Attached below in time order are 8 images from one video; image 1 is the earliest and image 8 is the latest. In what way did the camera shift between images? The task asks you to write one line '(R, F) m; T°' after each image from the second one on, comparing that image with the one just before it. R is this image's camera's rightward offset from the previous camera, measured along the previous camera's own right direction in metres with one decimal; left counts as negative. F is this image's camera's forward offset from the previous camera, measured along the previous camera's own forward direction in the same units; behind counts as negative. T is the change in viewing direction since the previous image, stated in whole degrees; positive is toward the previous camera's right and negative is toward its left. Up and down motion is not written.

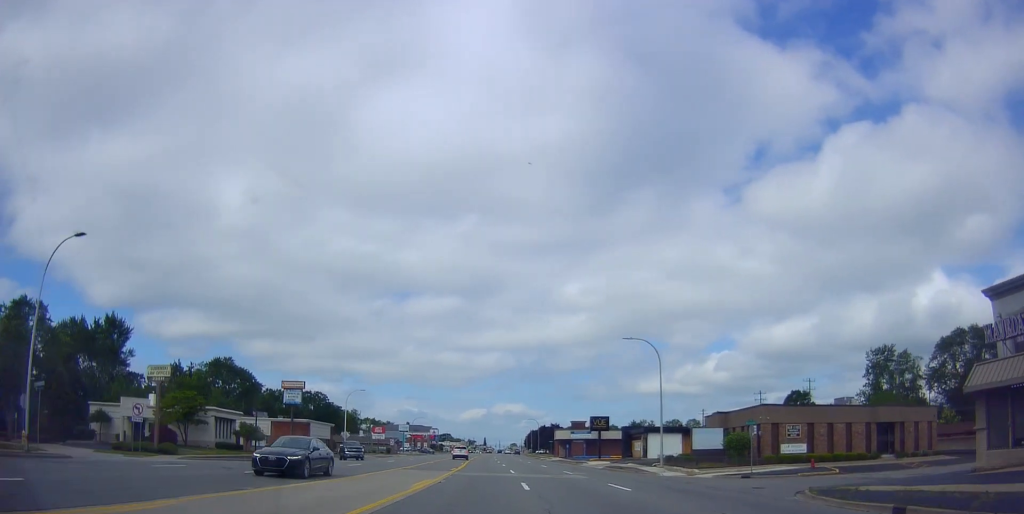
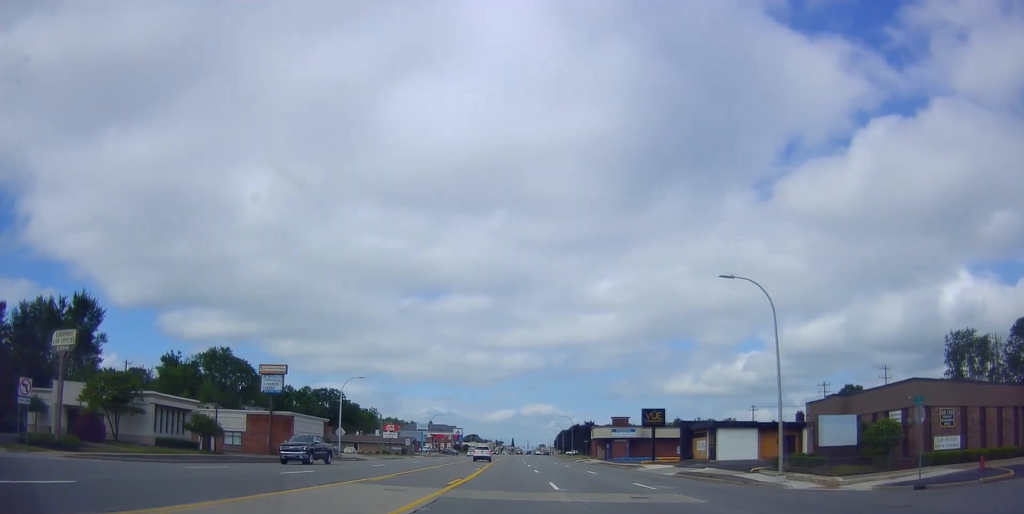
(0.0, +15.7) m; 0°
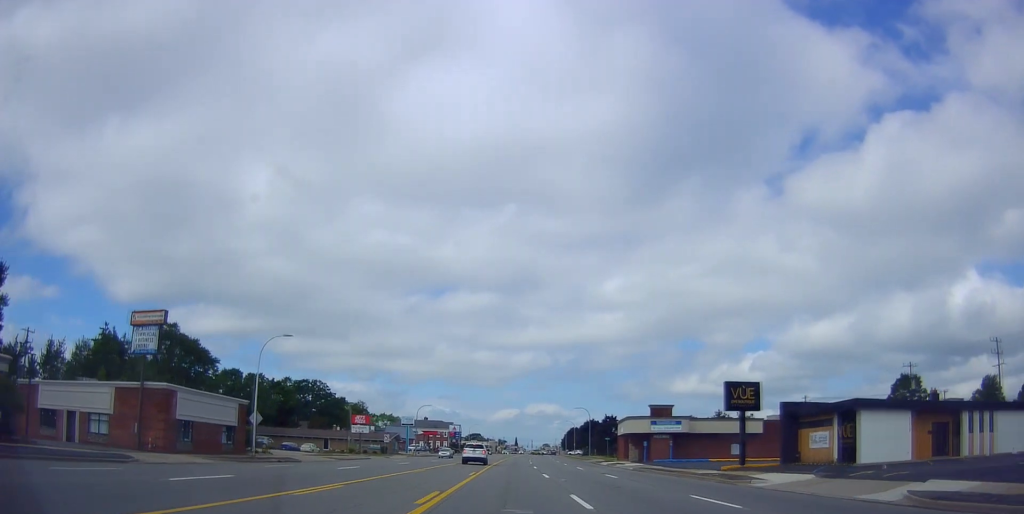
(0.0, +21.4) m; -1°
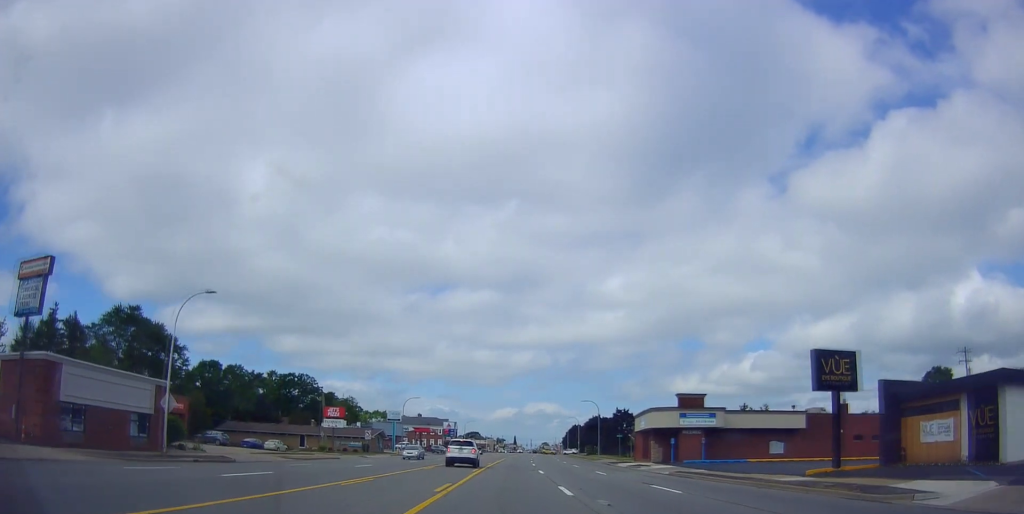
(-0.1, +10.7) m; -2°
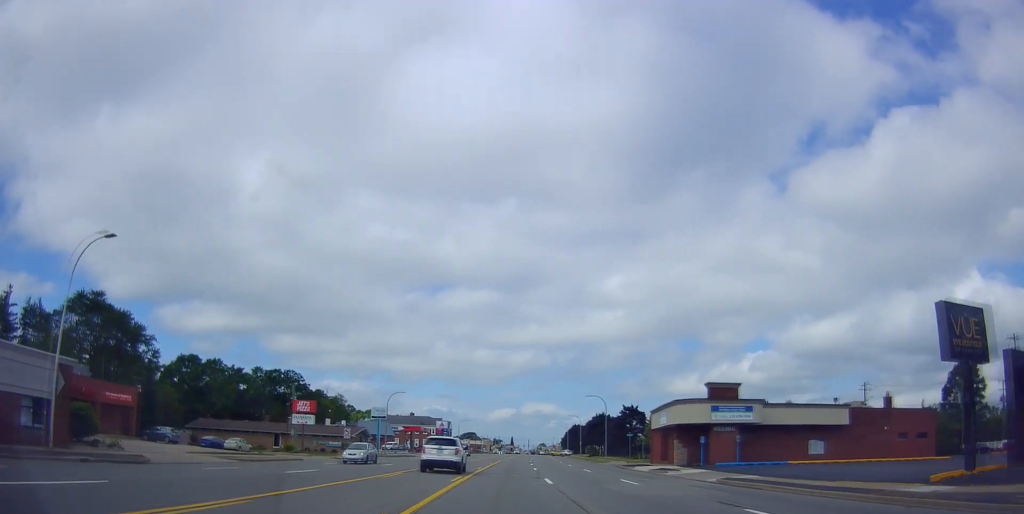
(-0.2, +8.6) m; -1°
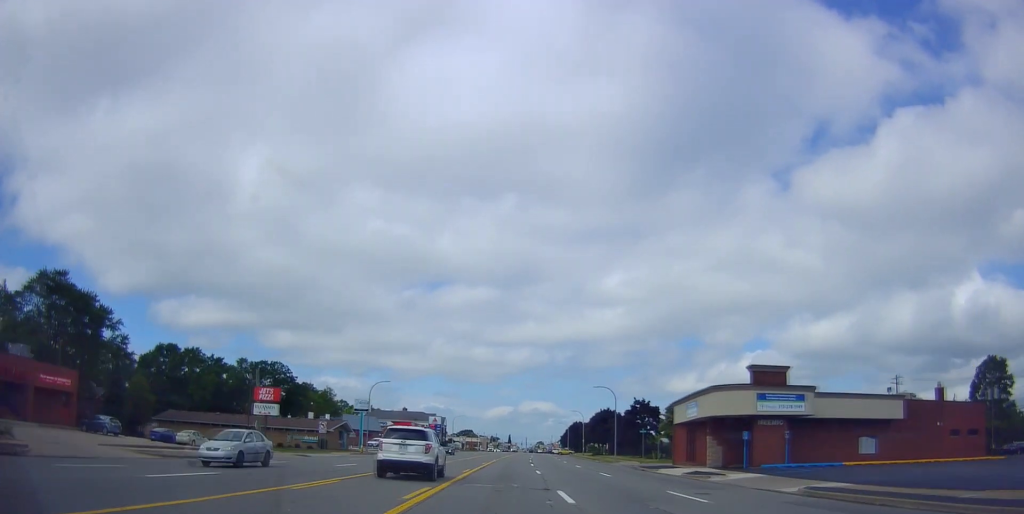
(-0.1, +8.4) m; 0°
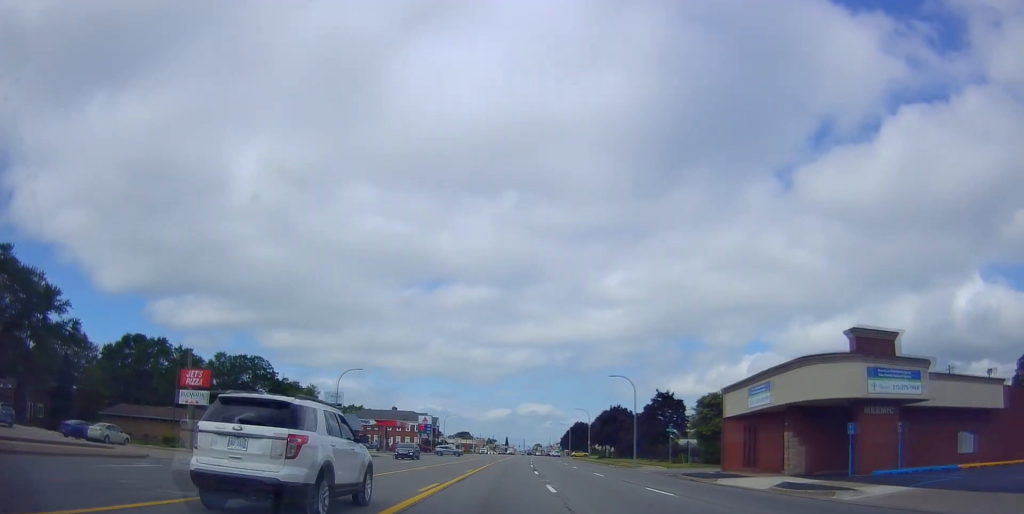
(0.0, +11.8) m; 0°
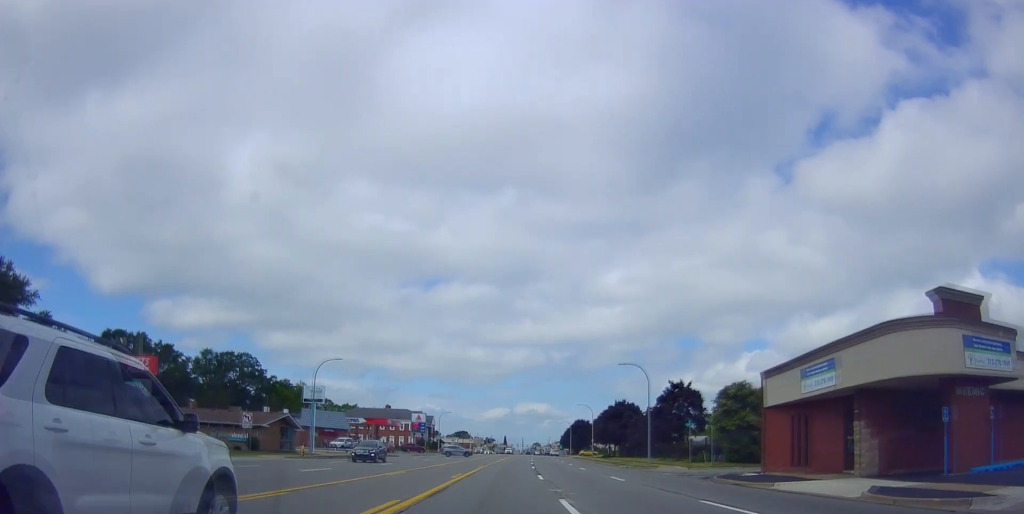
(0.0, +6.4) m; 0°
